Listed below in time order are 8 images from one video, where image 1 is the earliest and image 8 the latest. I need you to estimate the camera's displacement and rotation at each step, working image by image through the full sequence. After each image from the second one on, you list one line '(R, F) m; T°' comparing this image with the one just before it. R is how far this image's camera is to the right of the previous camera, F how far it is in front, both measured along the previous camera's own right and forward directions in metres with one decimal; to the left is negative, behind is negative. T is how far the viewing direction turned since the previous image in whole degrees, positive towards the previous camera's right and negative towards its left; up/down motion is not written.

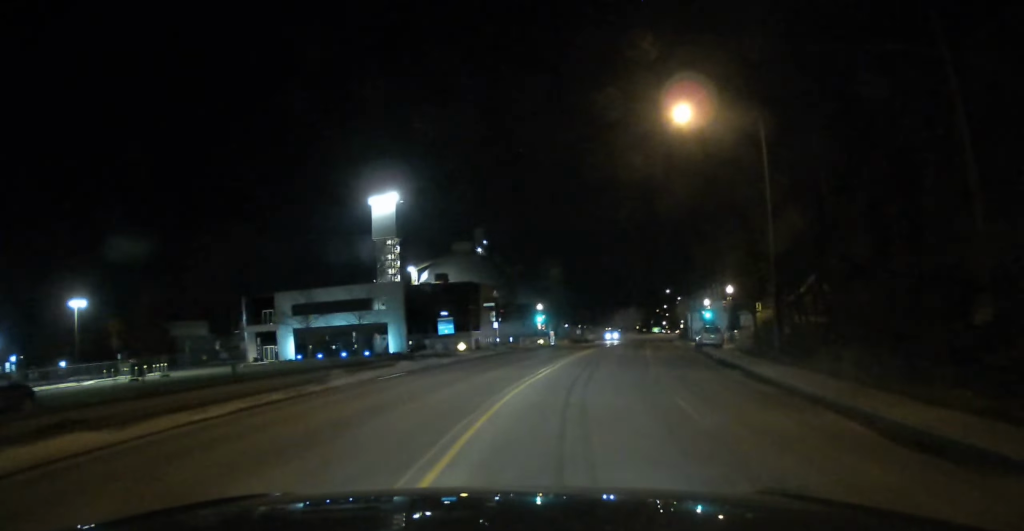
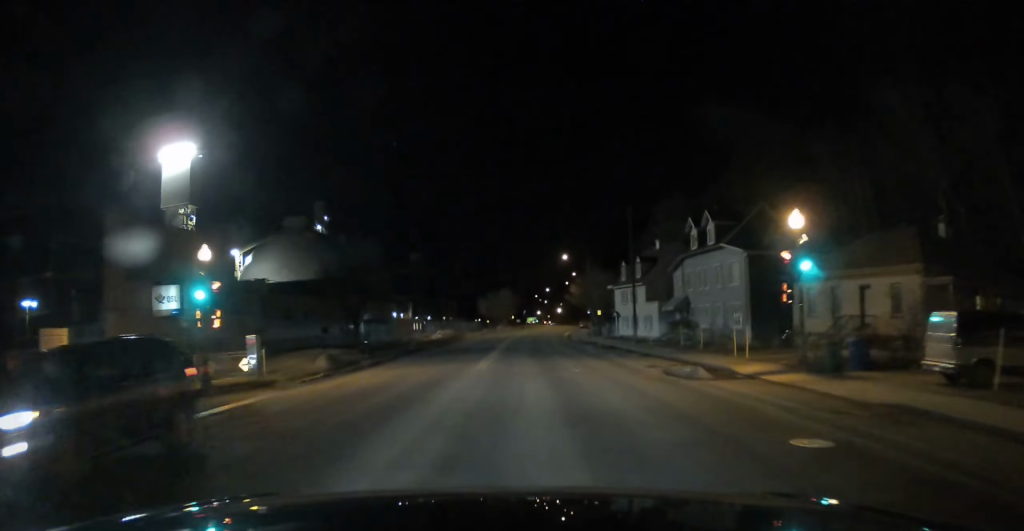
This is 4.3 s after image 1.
(+5.7, +62.2) m; +9°
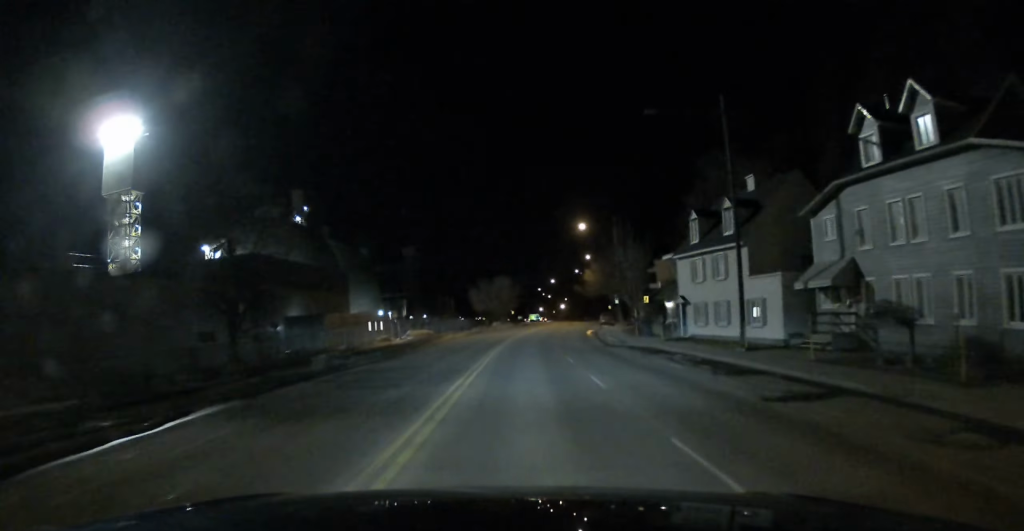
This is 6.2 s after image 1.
(+0.6, +27.6) m; +1°
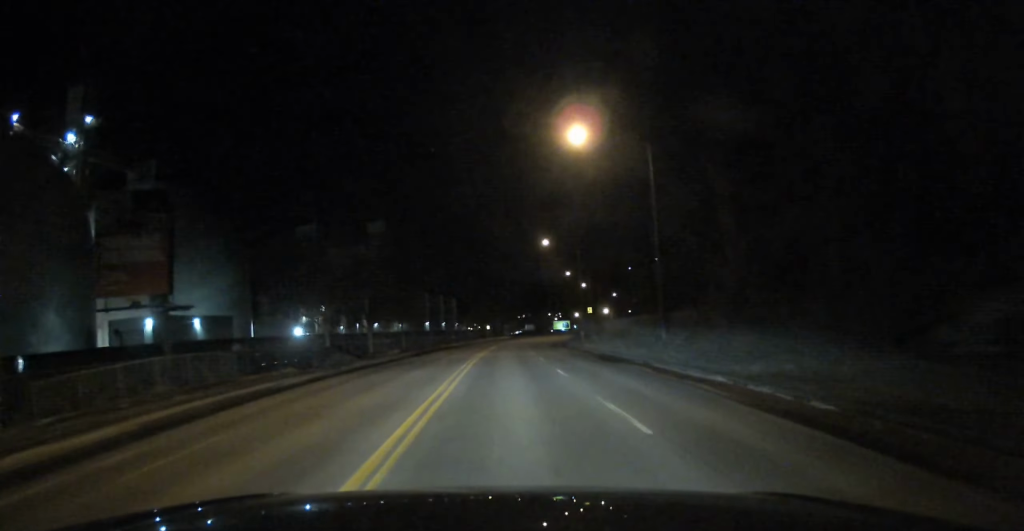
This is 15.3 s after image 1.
(+5.0, +143.8) m; -2°
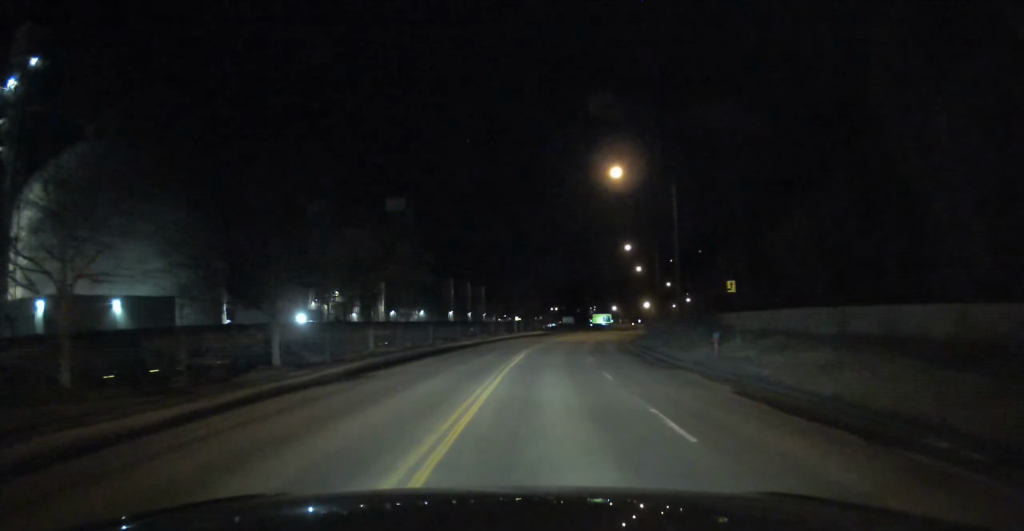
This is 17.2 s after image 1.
(-1.0, +30.6) m; -1°
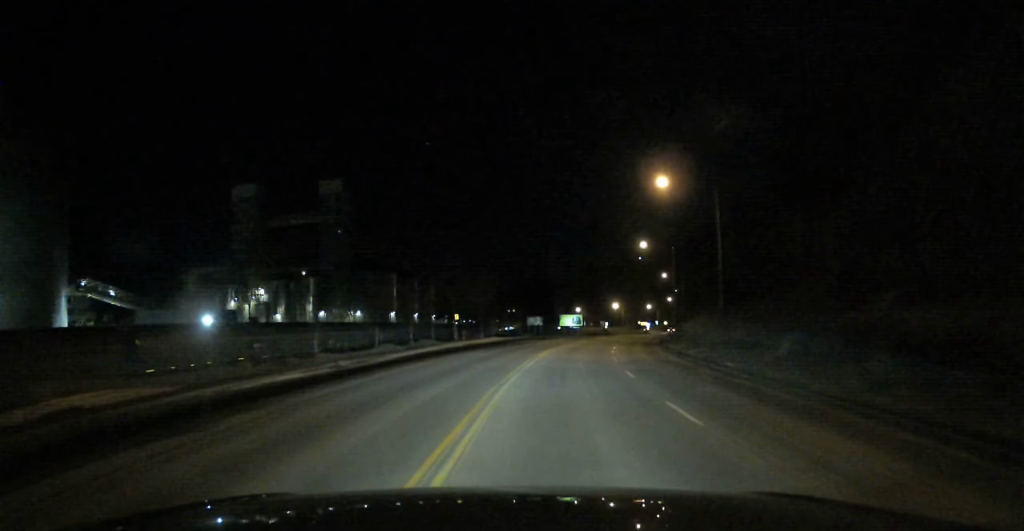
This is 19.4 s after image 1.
(-1.0, +38.3) m; +1°
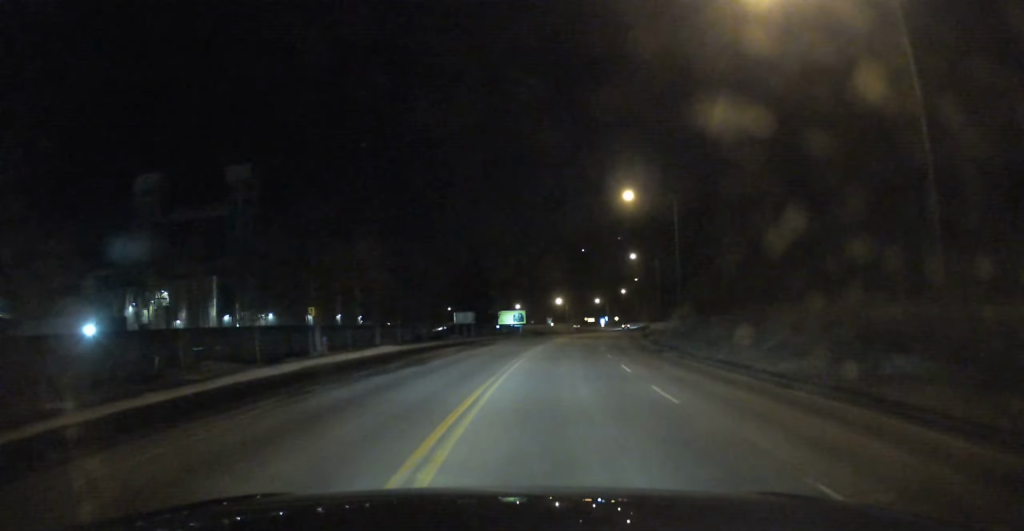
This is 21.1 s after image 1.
(+0.9, +27.8) m; +4°
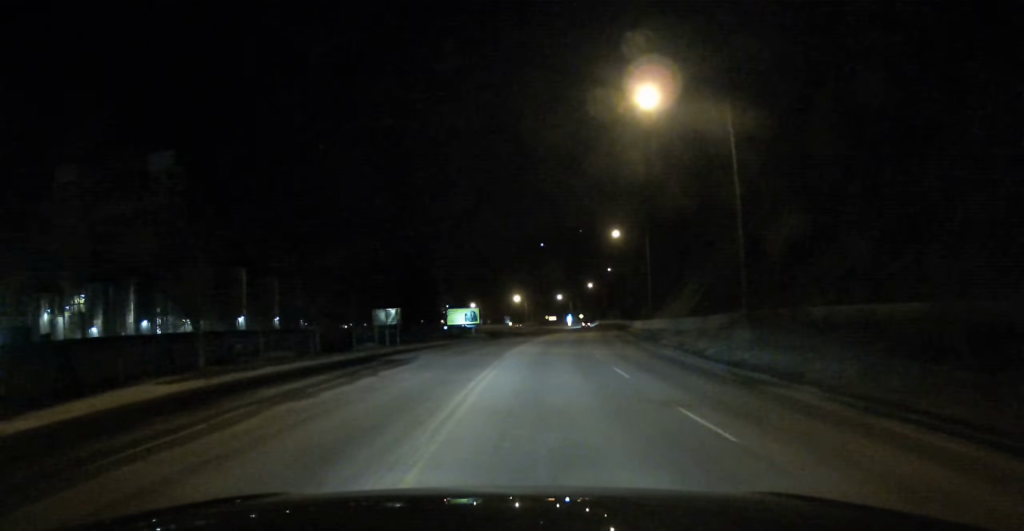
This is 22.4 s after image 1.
(+0.1, +21.8) m; +3°
